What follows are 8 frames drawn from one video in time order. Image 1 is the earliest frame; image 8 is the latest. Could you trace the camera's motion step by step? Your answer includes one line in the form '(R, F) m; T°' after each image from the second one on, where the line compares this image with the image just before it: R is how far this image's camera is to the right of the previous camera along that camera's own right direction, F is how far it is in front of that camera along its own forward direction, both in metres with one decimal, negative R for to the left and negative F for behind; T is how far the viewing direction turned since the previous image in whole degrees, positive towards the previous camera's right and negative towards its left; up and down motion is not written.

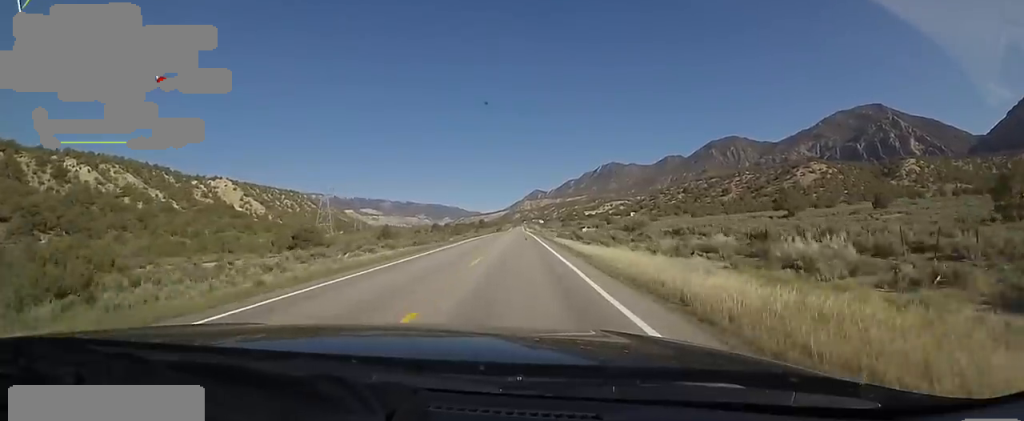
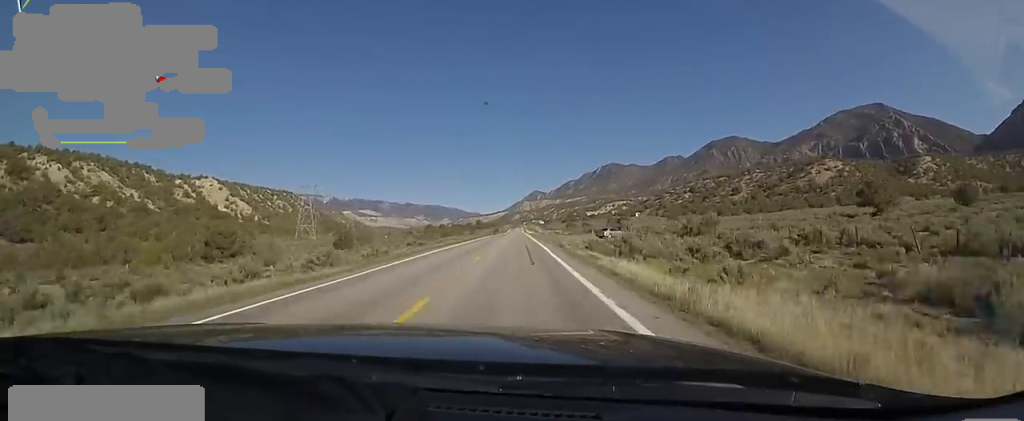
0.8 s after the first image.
(0.0, +23.1) m; 0°
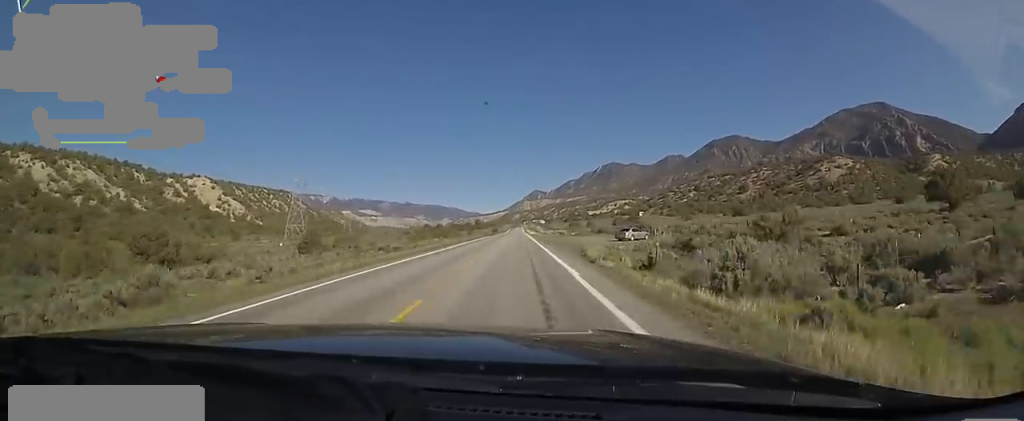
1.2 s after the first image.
(+0.1, +12.6) m; -1°
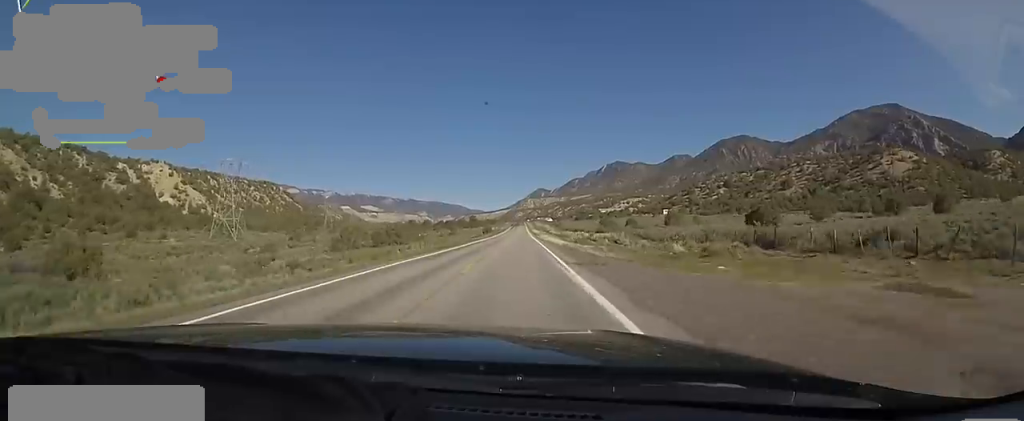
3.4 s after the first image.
(+1.4, +64.9) m; +2°
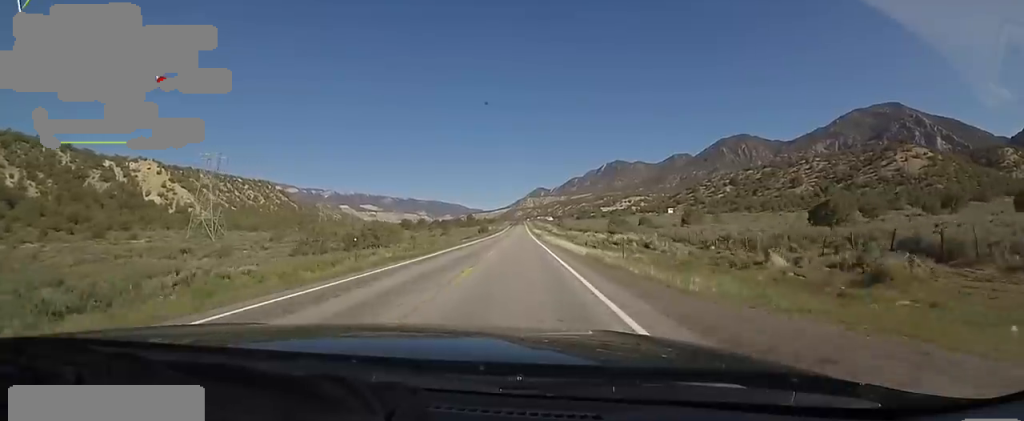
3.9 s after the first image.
(-0.2, +13.9) m; -1°
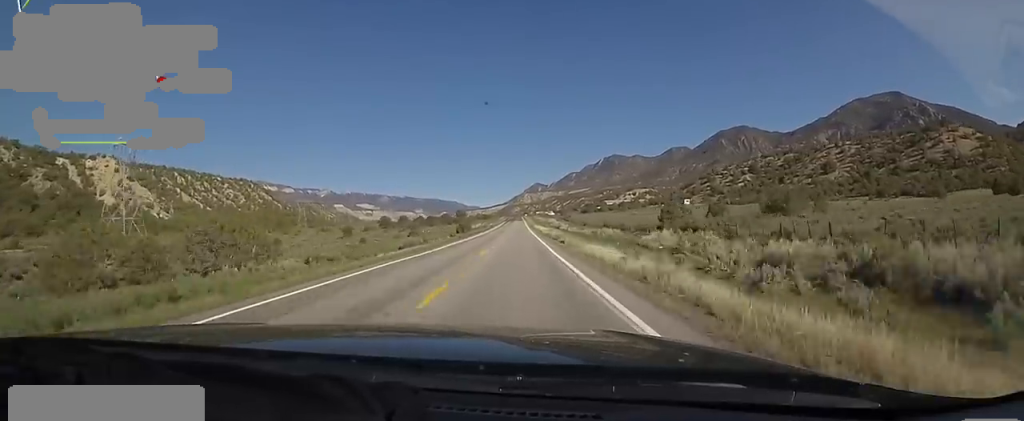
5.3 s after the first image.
(-1.2, +41.4) m; -2°
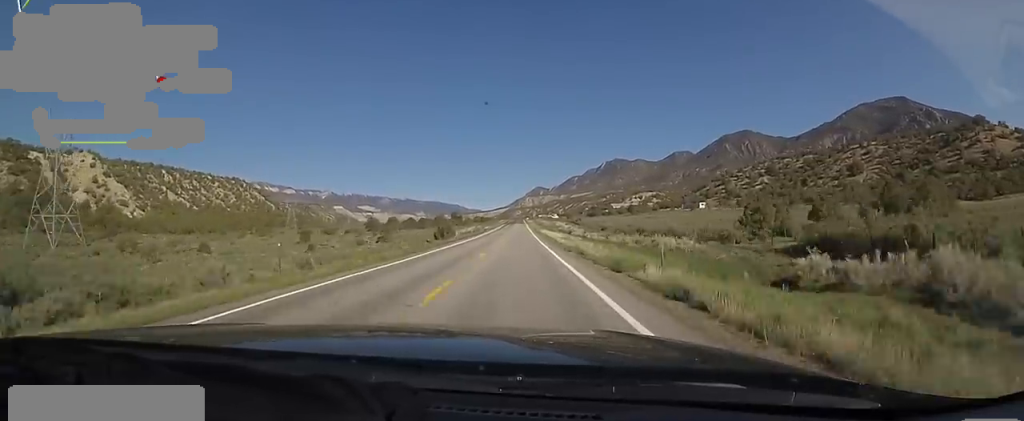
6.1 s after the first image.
(-0.2, +24.5) m; 0°
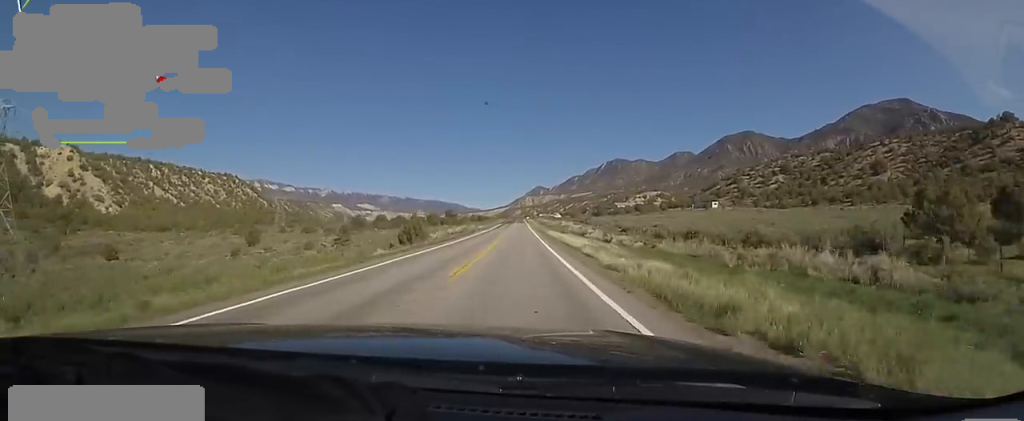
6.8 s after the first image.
(-0.2, +20.6) m; +1°
